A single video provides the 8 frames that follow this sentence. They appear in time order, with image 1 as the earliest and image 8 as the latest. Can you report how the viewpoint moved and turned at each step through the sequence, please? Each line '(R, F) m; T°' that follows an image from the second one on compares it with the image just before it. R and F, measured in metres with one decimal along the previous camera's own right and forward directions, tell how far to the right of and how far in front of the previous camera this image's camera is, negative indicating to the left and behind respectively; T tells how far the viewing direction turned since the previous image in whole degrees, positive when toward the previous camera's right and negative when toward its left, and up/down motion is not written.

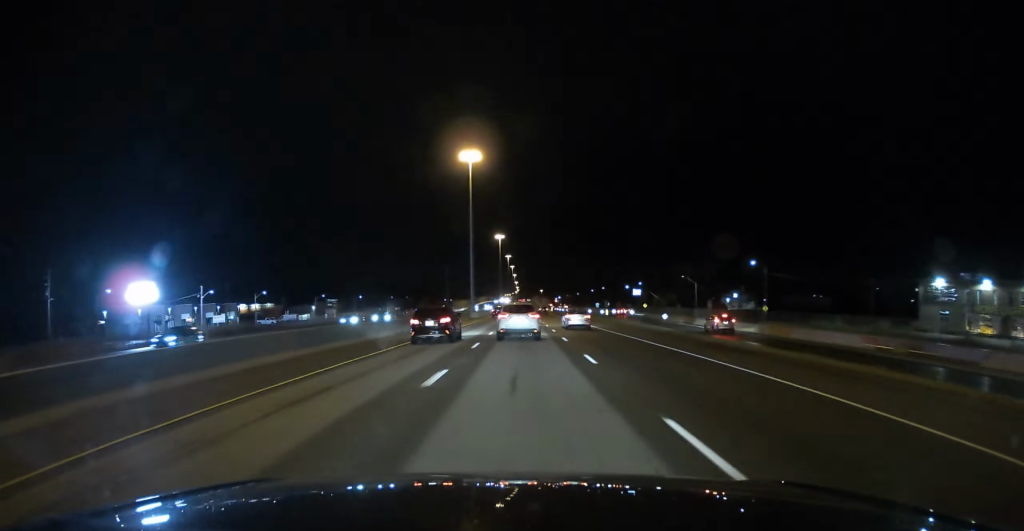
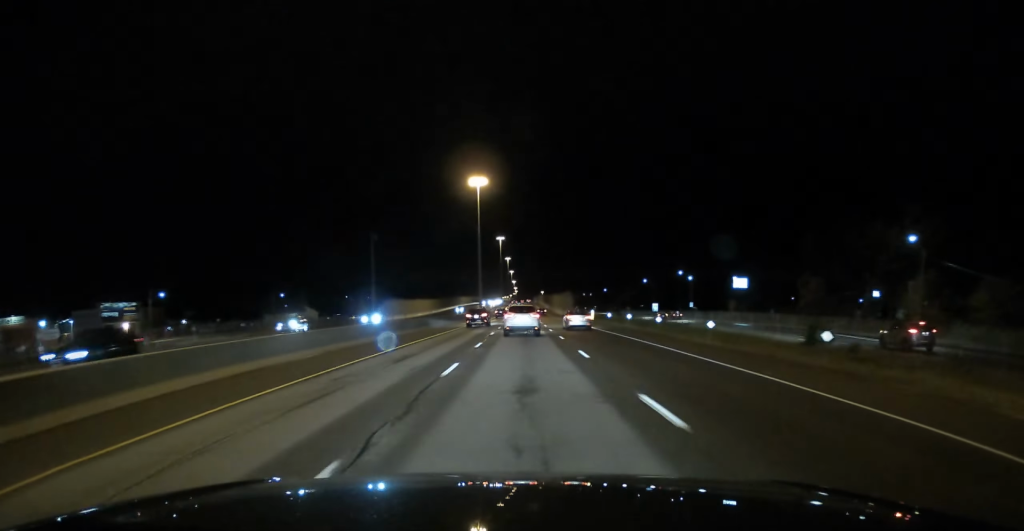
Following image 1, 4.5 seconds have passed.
(-0.3, +135.4) m; 0°
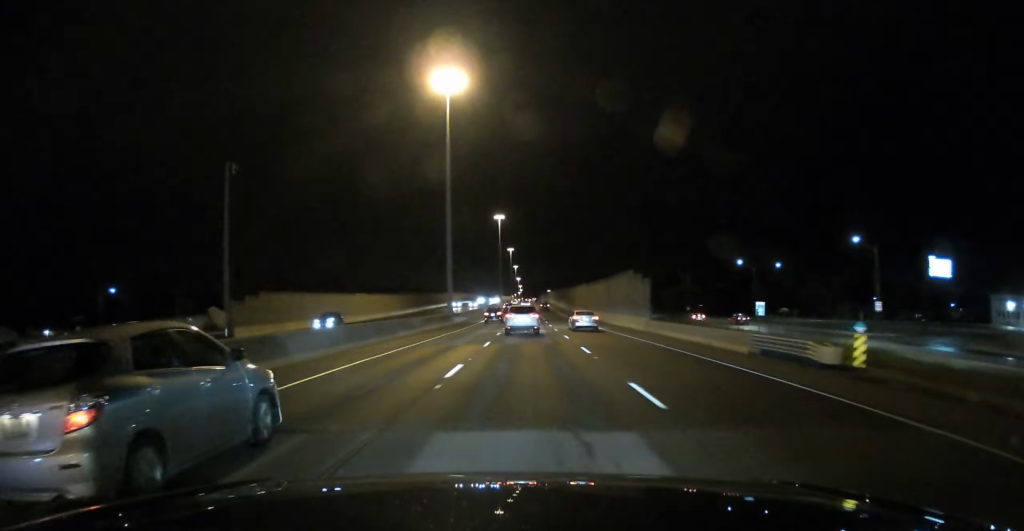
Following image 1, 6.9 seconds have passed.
(+0.3, +73.5) m; 0°
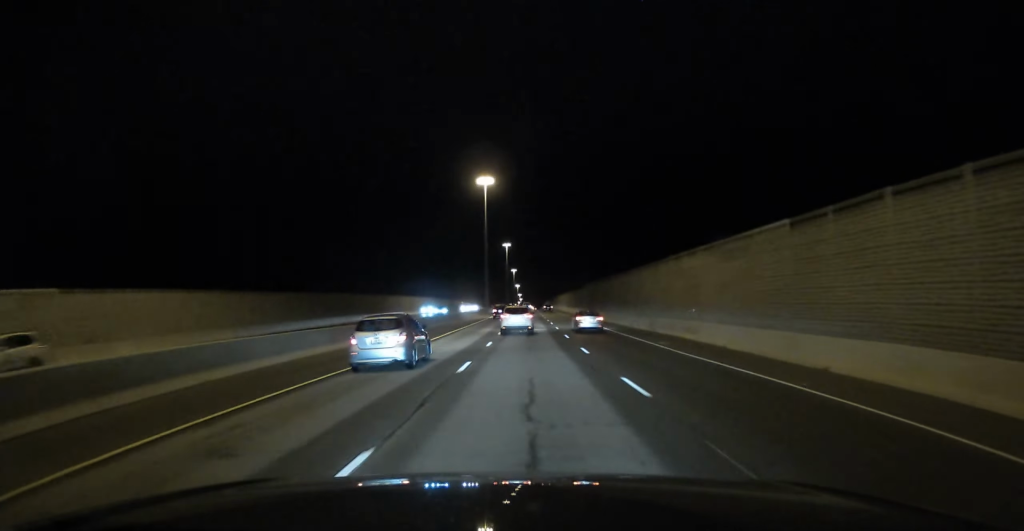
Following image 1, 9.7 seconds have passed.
(-0.7, +86.4) m; 0°
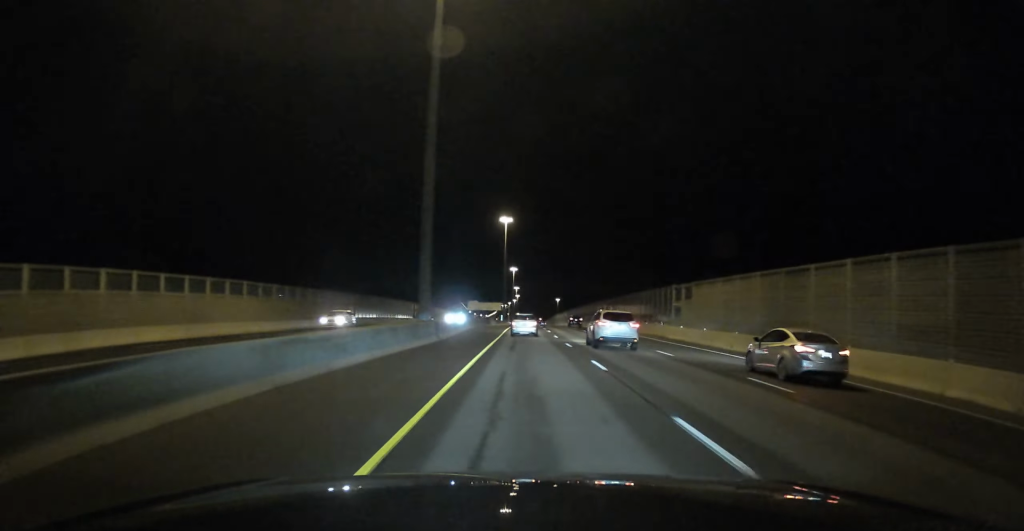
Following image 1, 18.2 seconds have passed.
(+0.9, +277.2) m; +1°
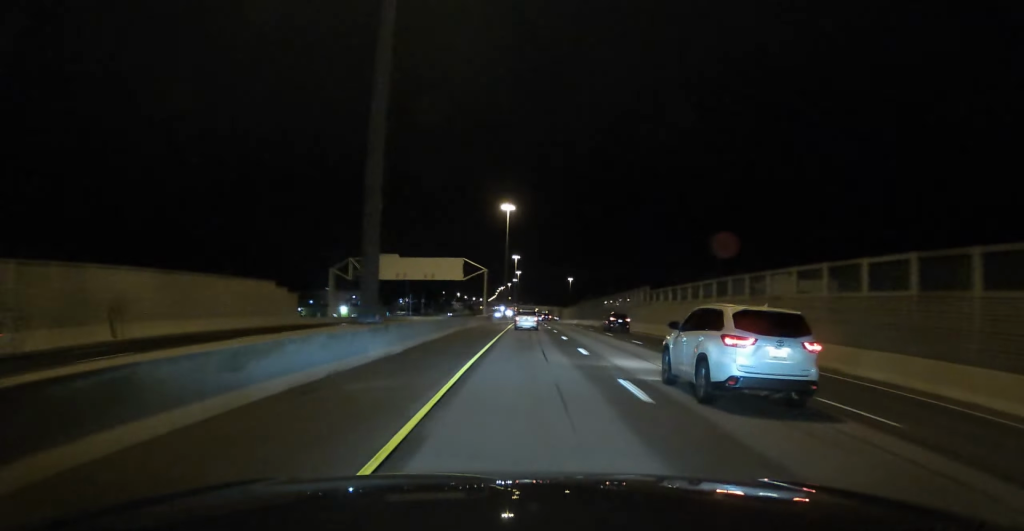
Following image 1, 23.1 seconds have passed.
(+0.7, +168.1) m; 0°
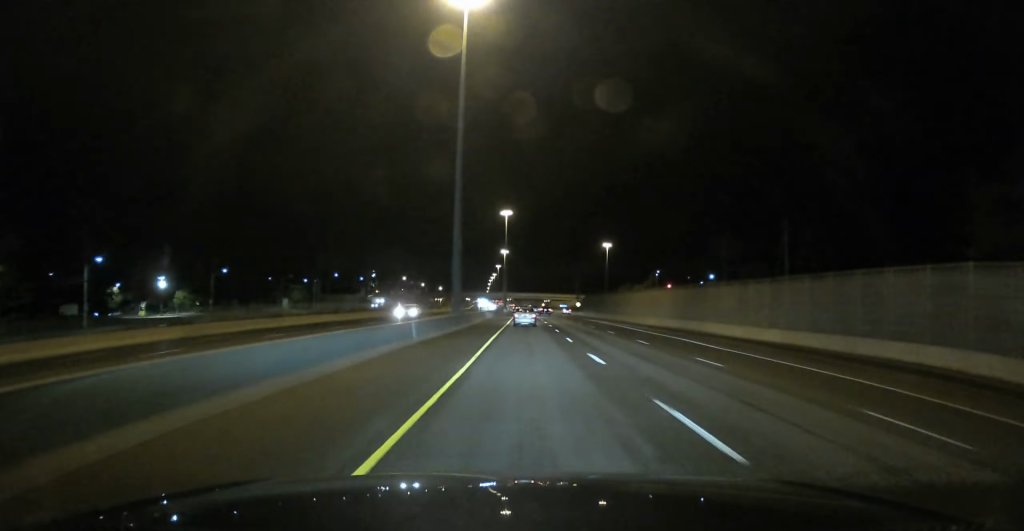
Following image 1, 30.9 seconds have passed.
(+0.5, +274.1) m; 0°
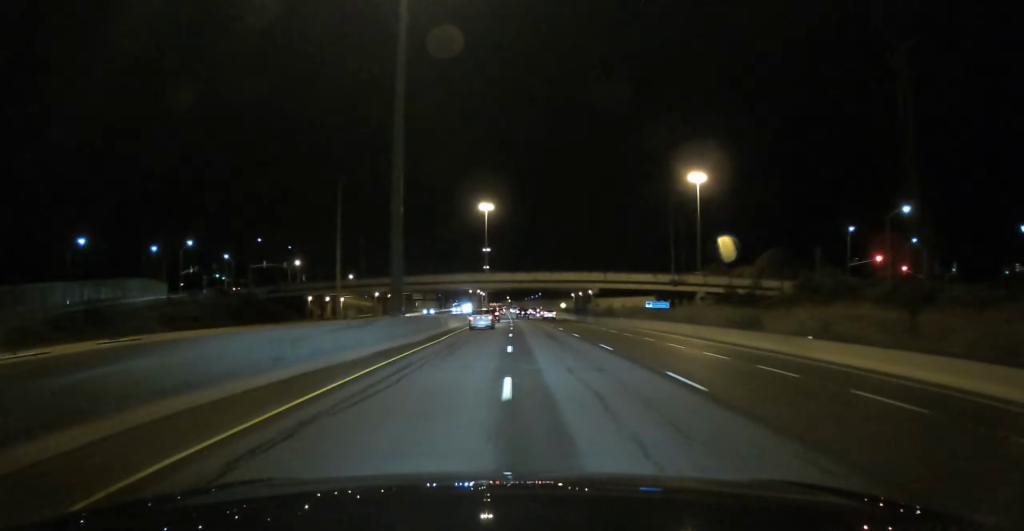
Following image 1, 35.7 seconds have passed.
(-1.0, +167.1) m; -1°
